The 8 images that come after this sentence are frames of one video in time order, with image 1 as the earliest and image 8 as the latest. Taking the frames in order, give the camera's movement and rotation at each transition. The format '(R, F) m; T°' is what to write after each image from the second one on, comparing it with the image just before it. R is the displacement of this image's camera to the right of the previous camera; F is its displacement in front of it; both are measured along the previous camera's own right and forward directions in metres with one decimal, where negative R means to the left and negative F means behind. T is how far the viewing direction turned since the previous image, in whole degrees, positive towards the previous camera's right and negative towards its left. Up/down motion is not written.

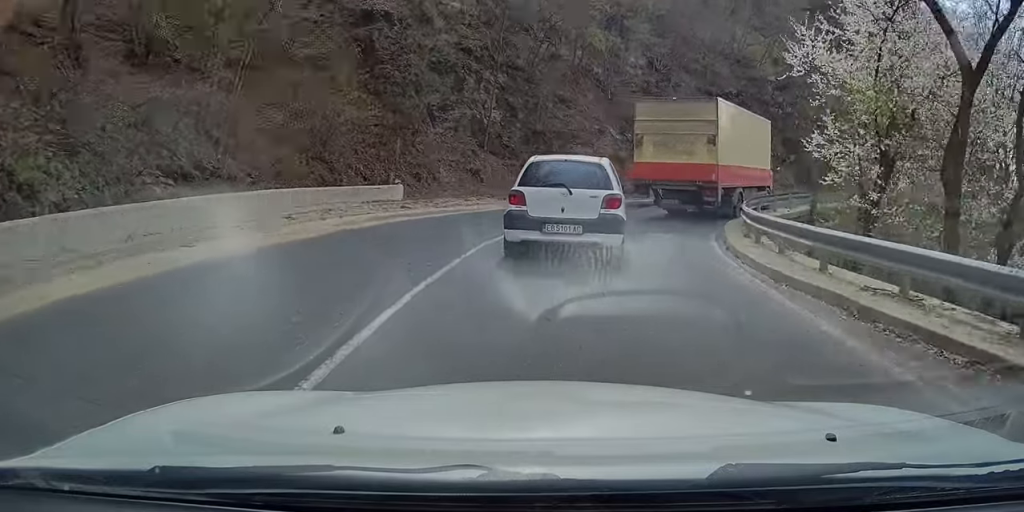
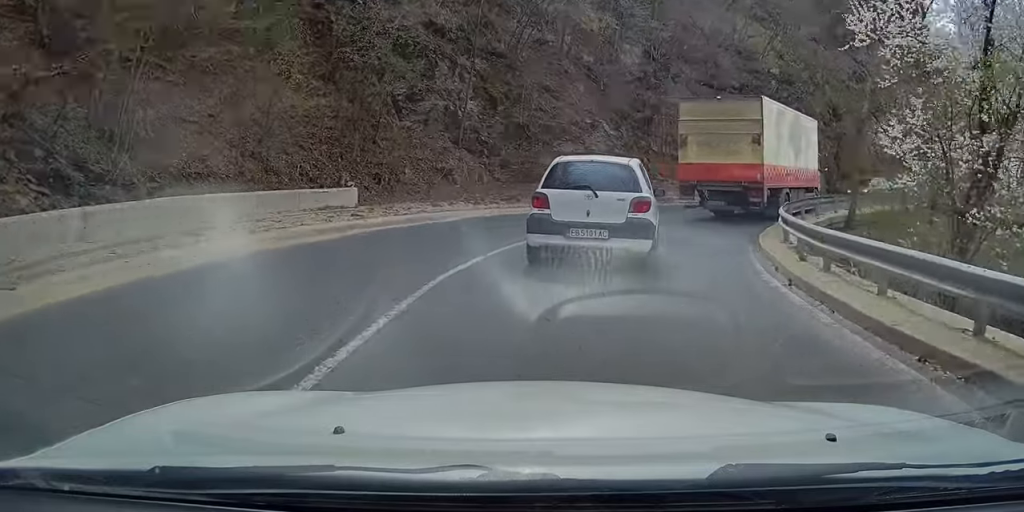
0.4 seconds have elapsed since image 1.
(-0.1, +3.9) m; +3°
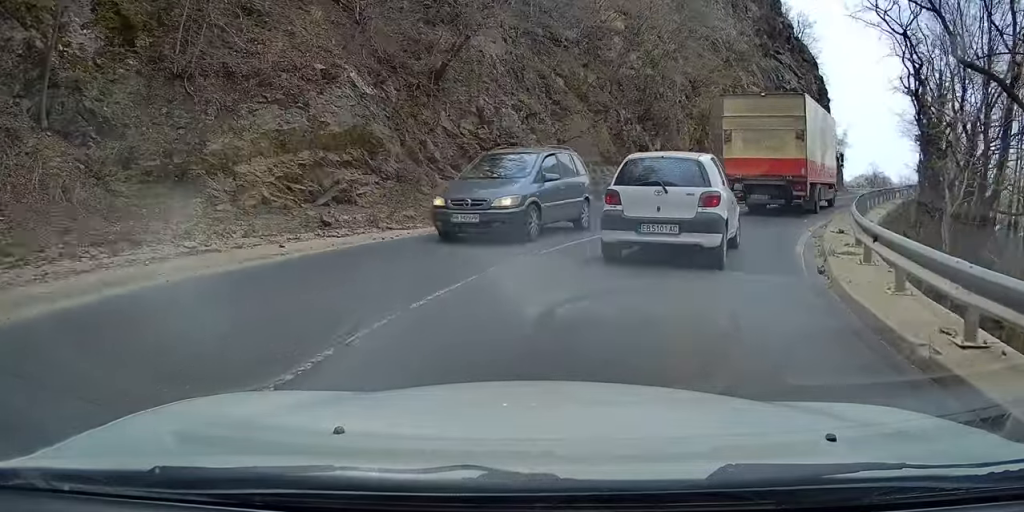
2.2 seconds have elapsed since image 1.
(+1.8, +13.4) m; +19°
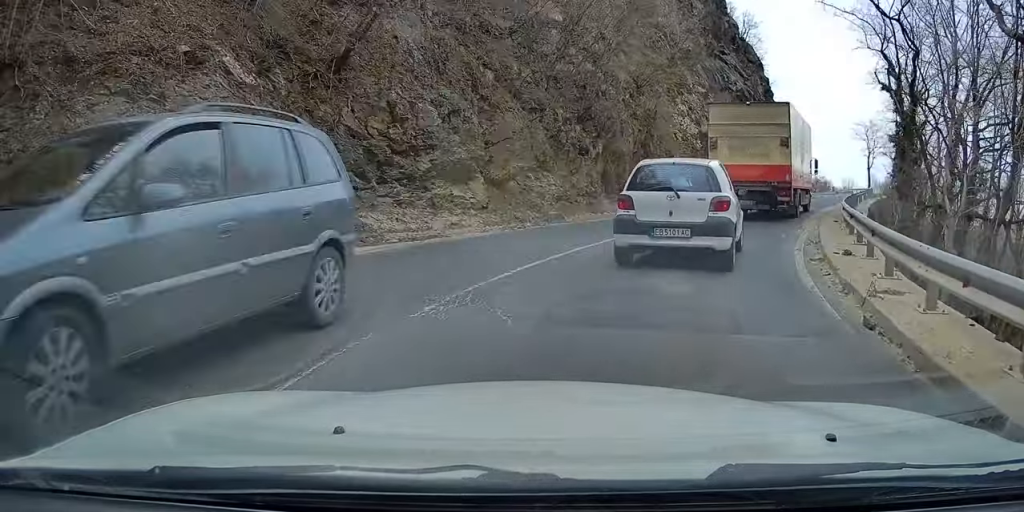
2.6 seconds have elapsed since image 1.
(-0.2, +3.2) m; +6°
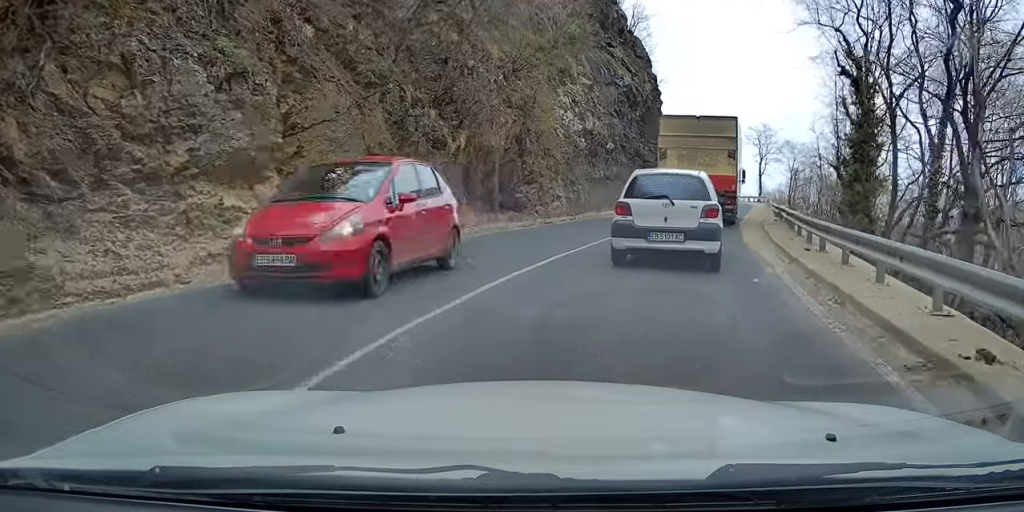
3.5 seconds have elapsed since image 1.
(+1.2, +6.6) m; +9°
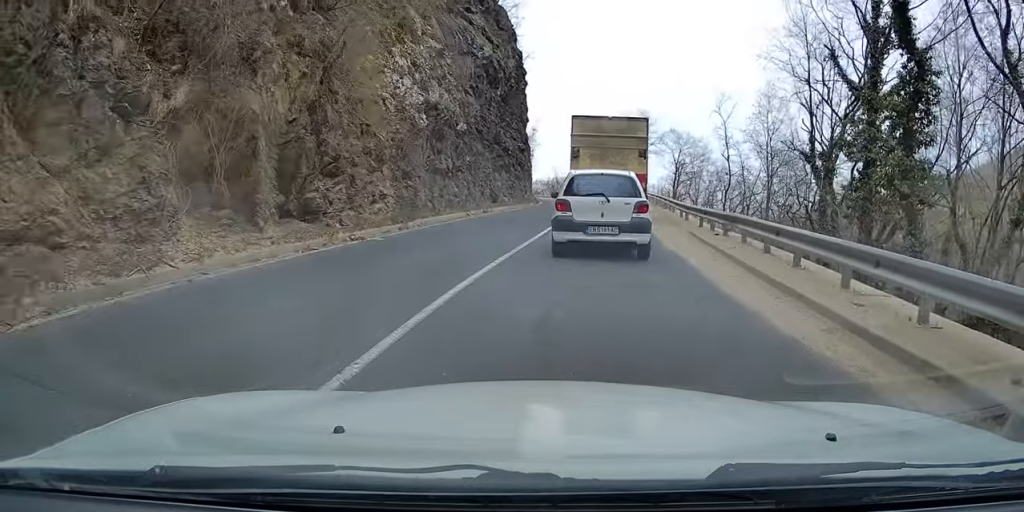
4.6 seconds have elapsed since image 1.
(+0.3, +10.3) m; +10°
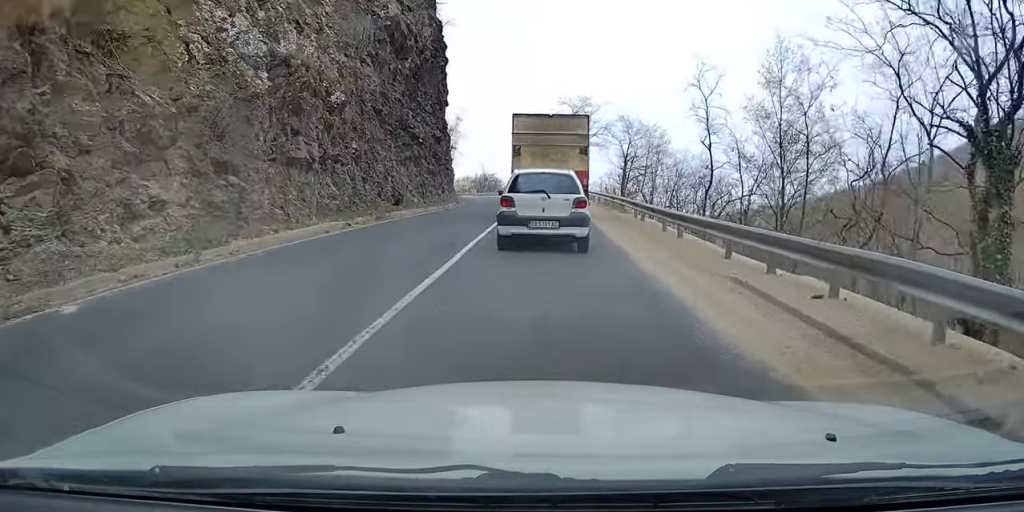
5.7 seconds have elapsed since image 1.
(+1.3, +11.0) m; +5°
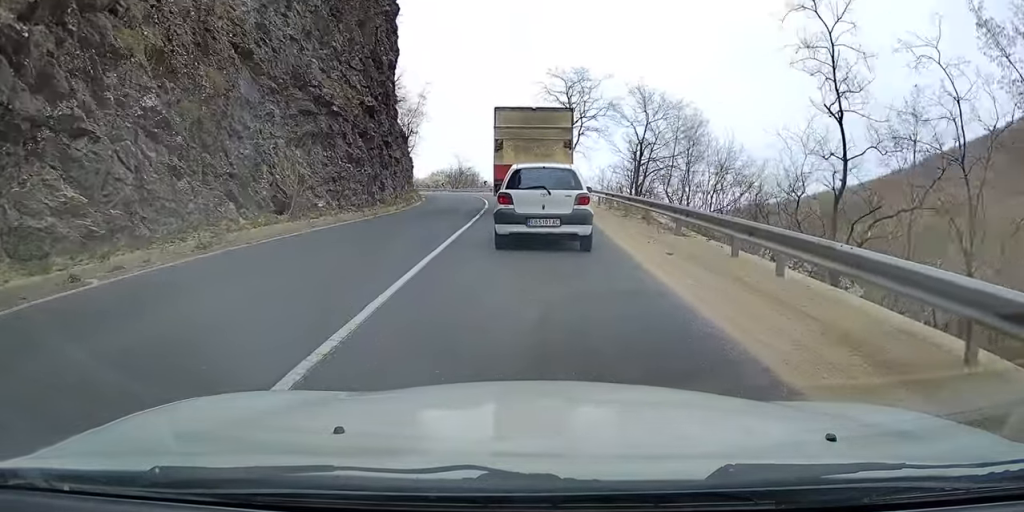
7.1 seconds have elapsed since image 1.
(-0.3, +14.5) m; 0°
